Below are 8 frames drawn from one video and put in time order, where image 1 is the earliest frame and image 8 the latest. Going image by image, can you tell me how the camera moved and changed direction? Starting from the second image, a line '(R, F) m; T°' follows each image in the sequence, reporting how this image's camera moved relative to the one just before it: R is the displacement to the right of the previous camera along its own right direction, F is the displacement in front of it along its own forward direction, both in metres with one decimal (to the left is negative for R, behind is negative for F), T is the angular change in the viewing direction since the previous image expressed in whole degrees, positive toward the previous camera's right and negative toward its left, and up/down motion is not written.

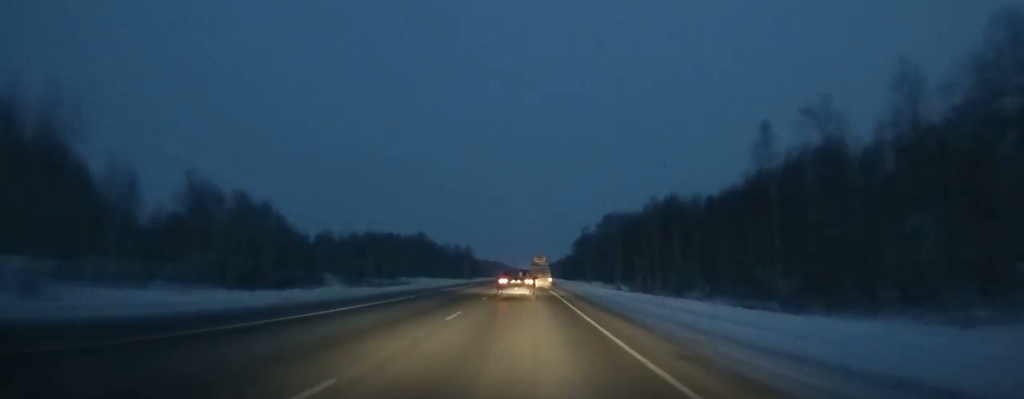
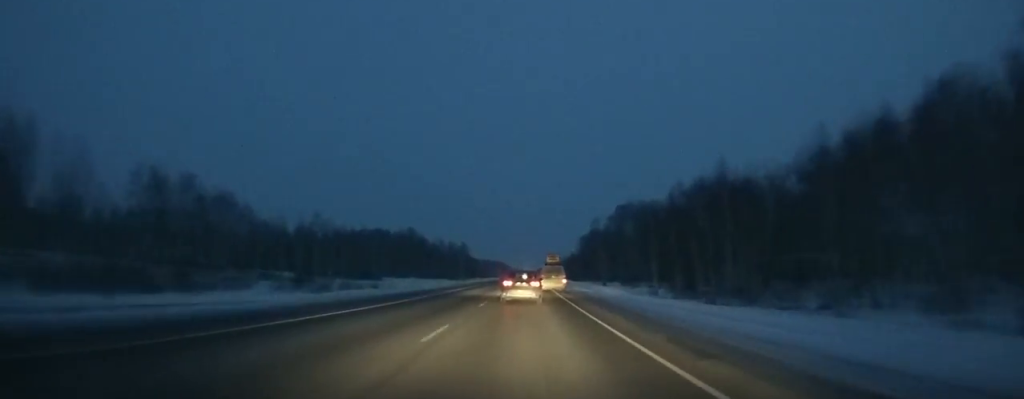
(0.0, +27.8) m; 0°
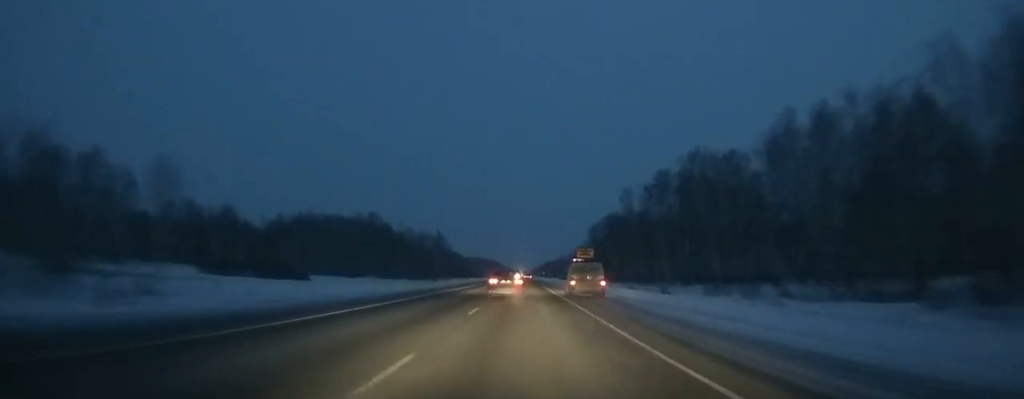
(0.0, +68.6) m; 0°
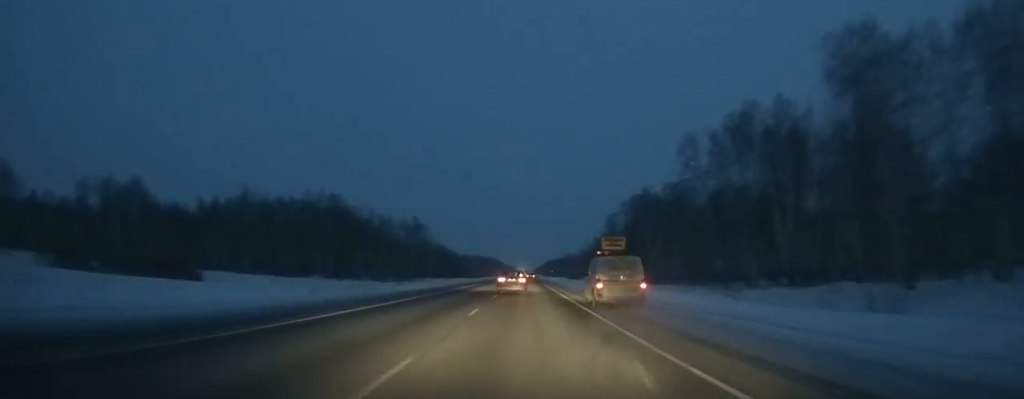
(-0.3, +50.7) m; 0°
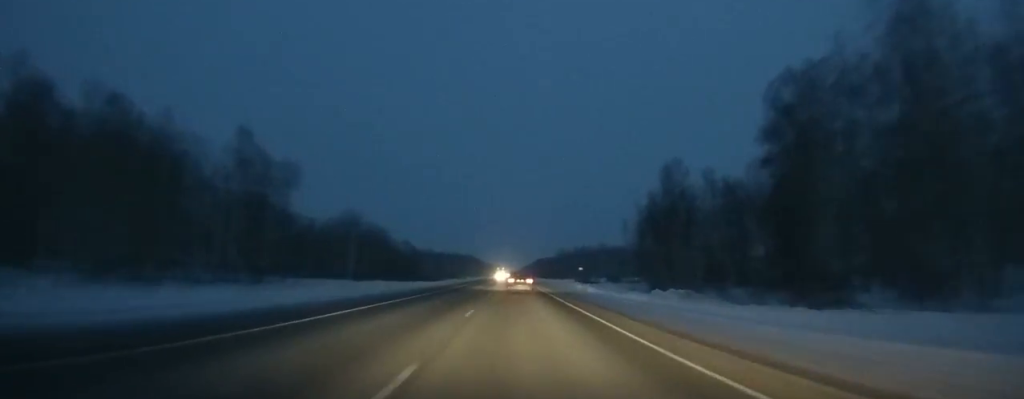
(+0.5, +96.4) m; 0°
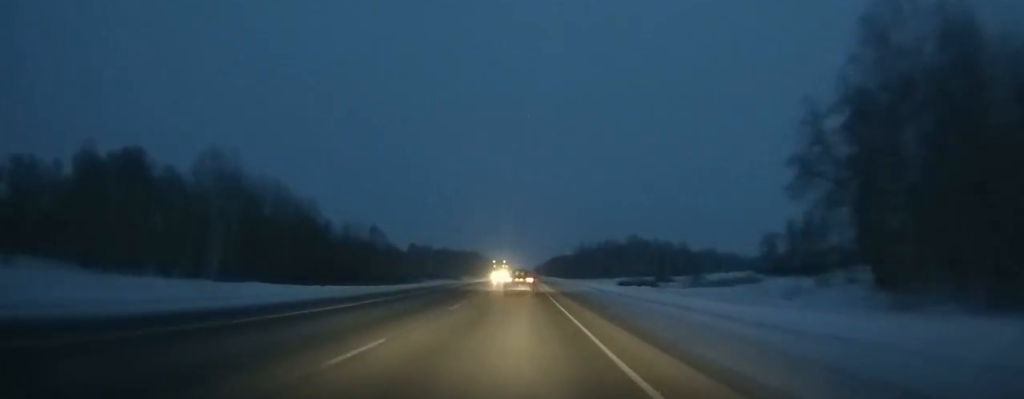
(0.0, +66.6) m; 0°
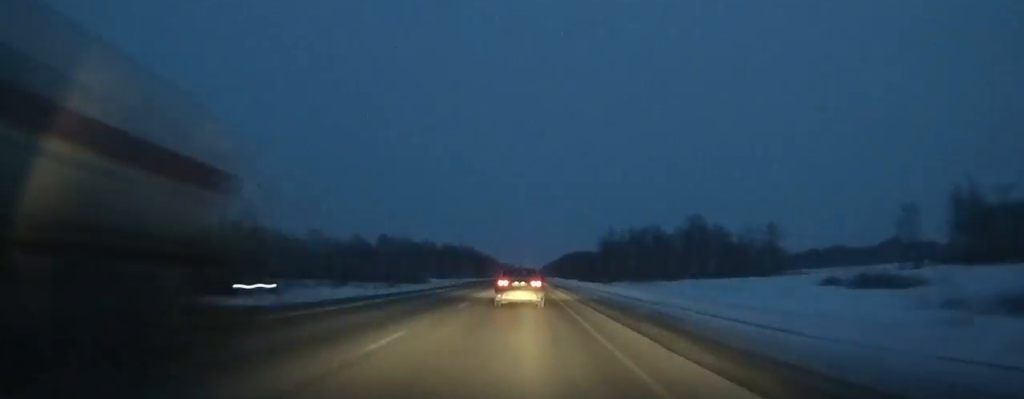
(-0.4, +102.1) m; 0°
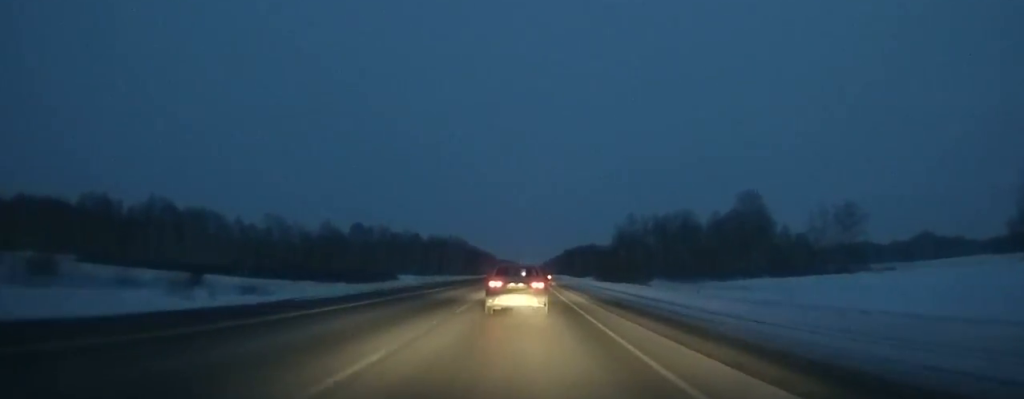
(-0.1, +52.1) m; 0°
